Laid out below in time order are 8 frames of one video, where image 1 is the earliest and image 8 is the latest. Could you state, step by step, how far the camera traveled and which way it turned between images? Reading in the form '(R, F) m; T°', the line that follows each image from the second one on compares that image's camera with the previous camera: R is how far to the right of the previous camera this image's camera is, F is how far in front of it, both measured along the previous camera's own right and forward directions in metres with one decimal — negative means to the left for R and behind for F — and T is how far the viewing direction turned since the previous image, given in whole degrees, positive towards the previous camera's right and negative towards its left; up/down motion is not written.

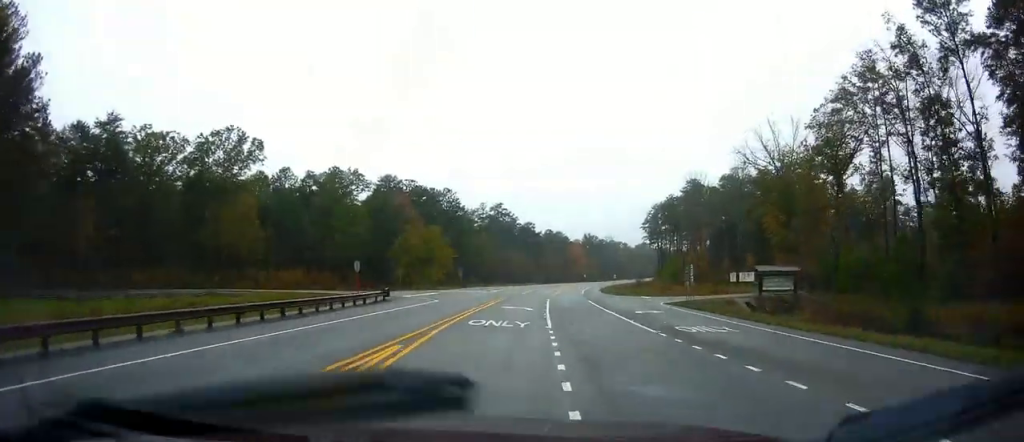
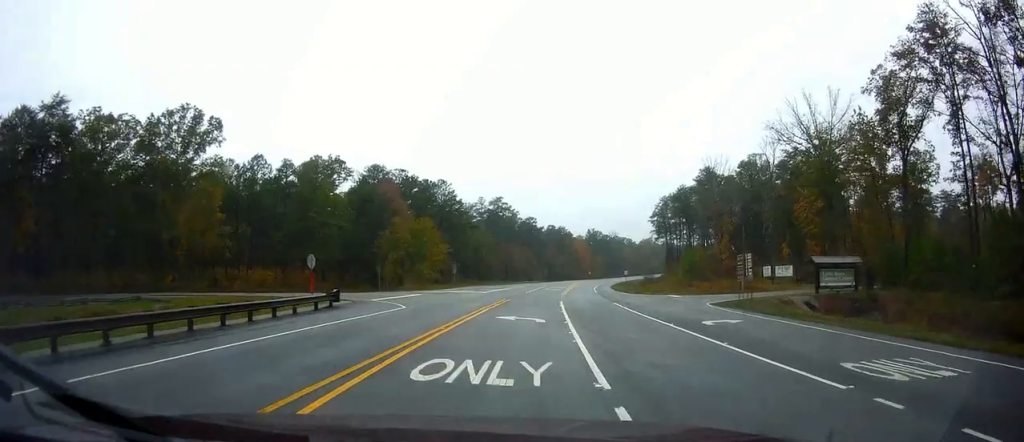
(0.0, +13.5) m; 0°
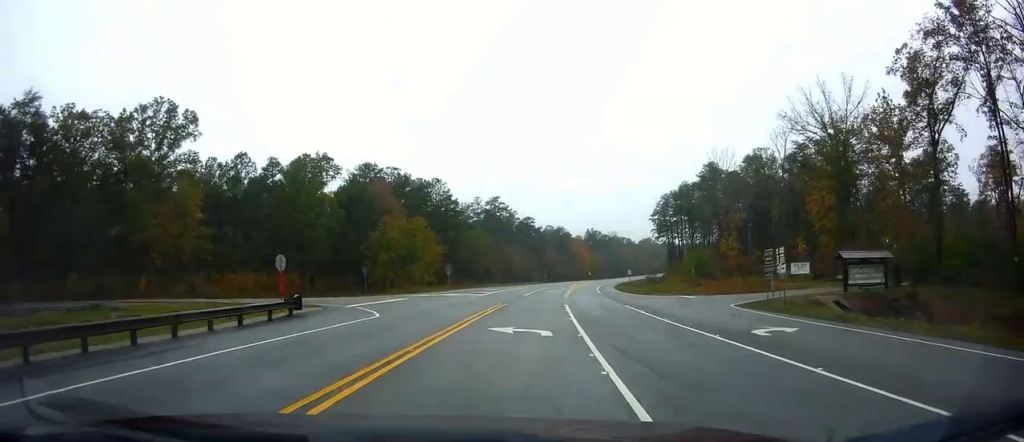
(0.0, +5.7) m; 0°
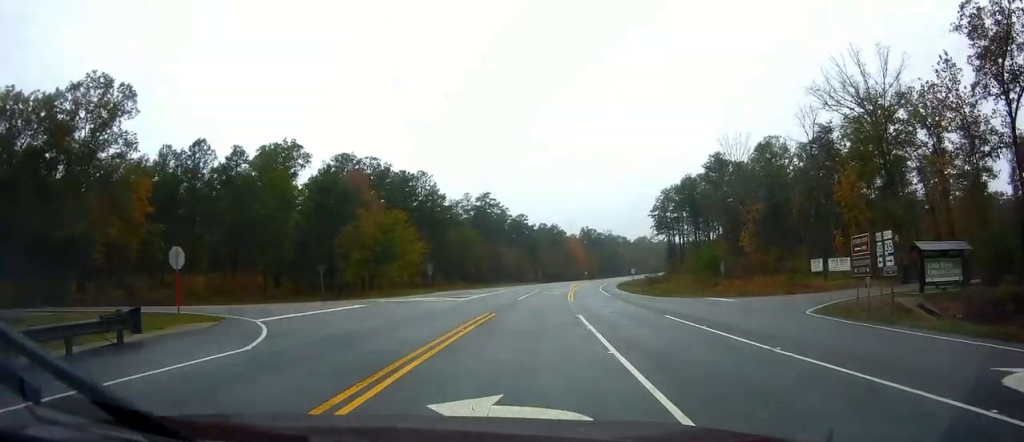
(0.0, +12.1) m; 0°
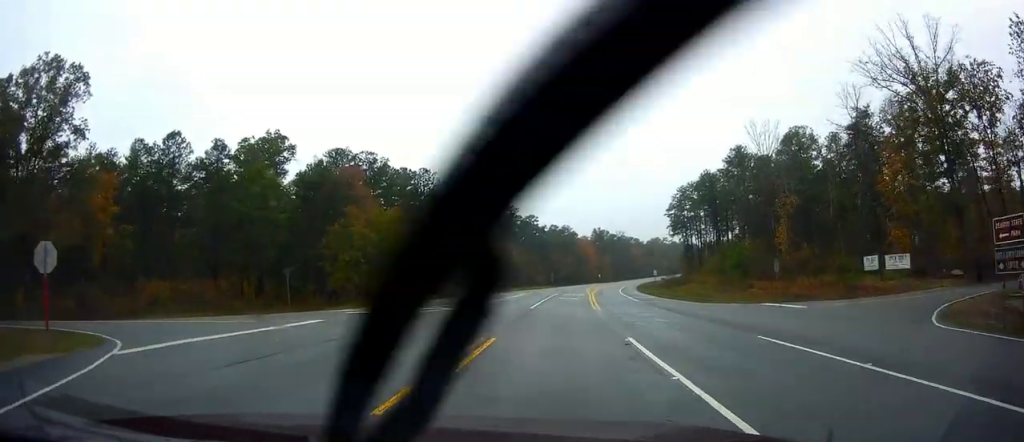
(0.0, +10.3) m; 0°
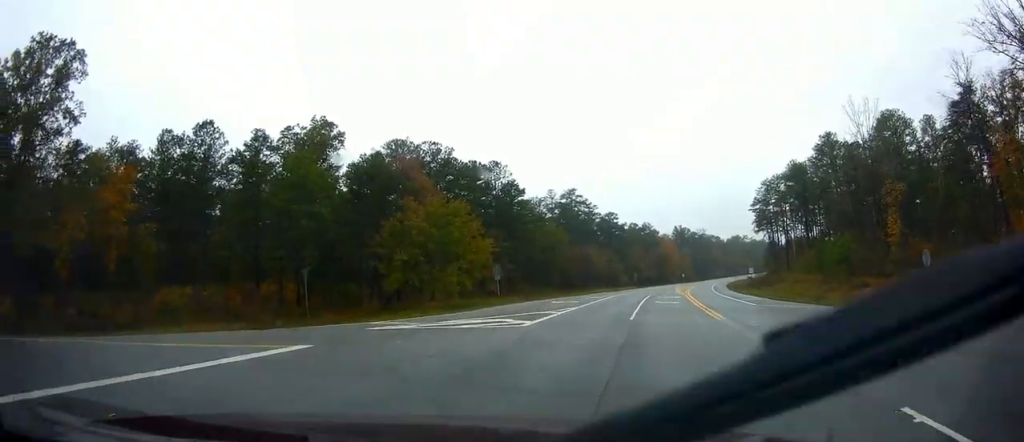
(0.0, +10.3) m; -4°
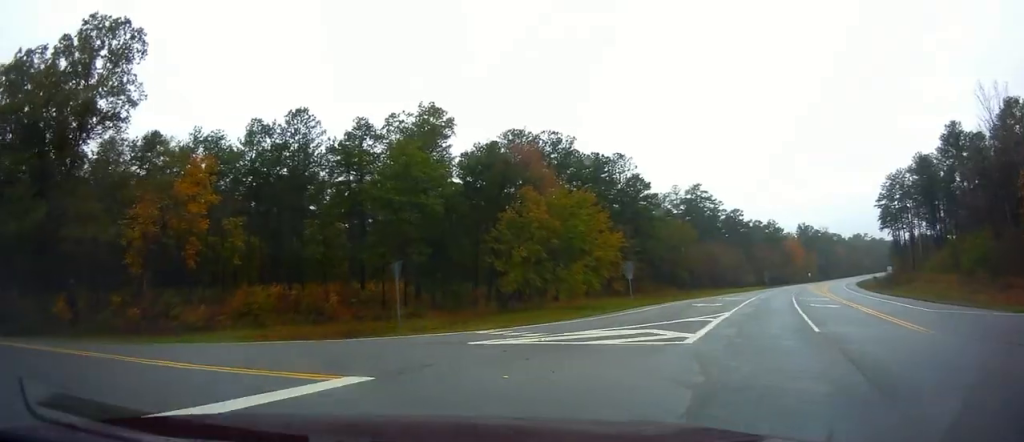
(-0.5, +6.3) m; -10°
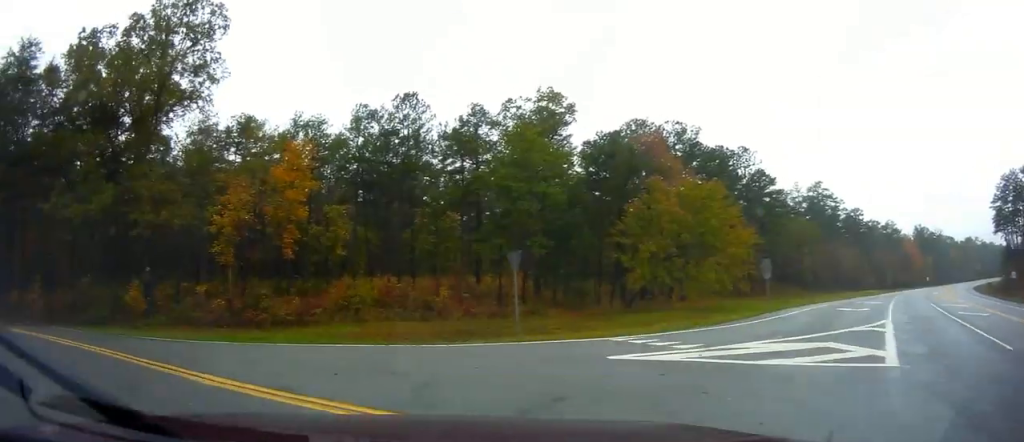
(-0.3, +4.0) m; -9°
